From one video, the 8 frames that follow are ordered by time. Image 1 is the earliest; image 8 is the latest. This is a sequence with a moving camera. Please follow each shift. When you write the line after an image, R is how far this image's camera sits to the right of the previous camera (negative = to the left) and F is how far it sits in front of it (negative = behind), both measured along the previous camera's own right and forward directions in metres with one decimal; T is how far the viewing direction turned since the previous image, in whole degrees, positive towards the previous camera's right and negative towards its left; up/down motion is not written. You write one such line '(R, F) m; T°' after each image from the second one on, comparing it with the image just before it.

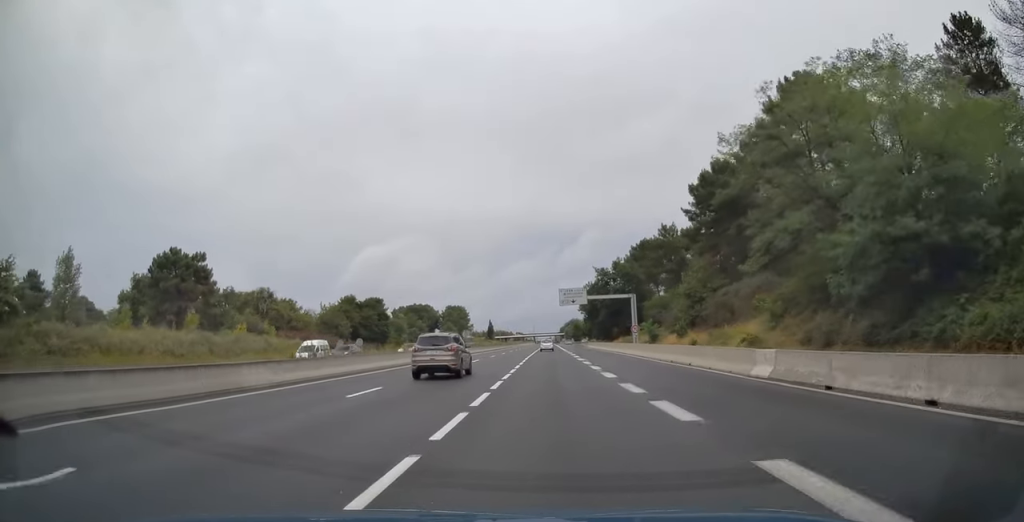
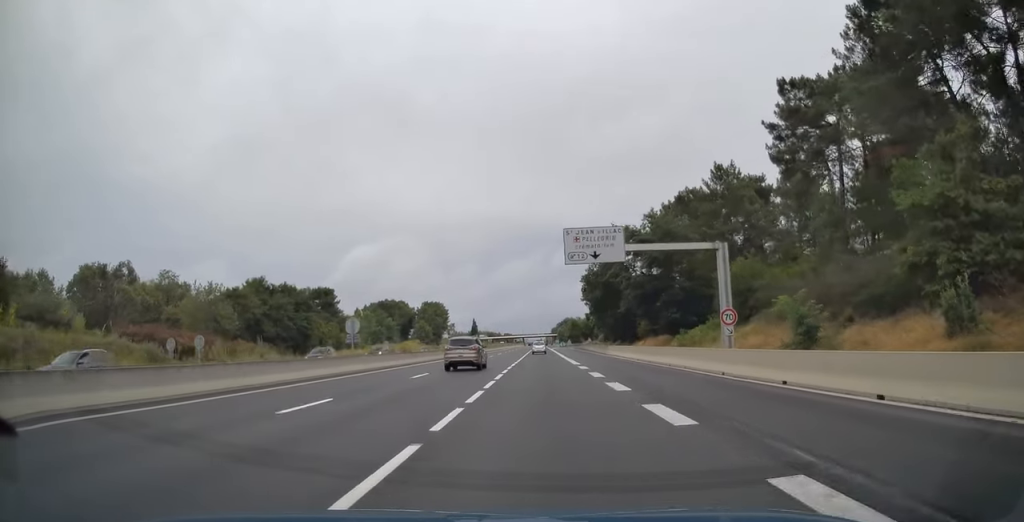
(+0.3, +42.8) m; +1°
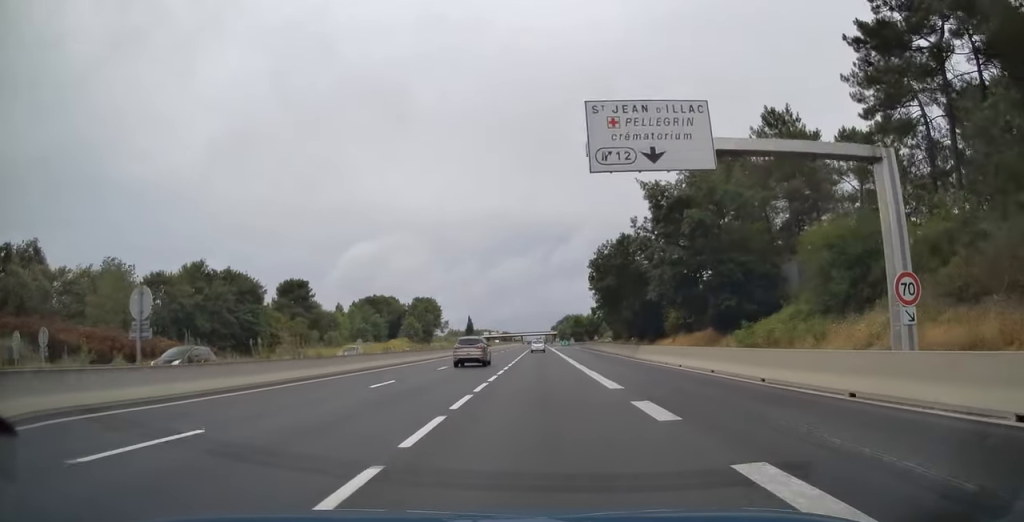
(0.0, +19.0) m; 0°
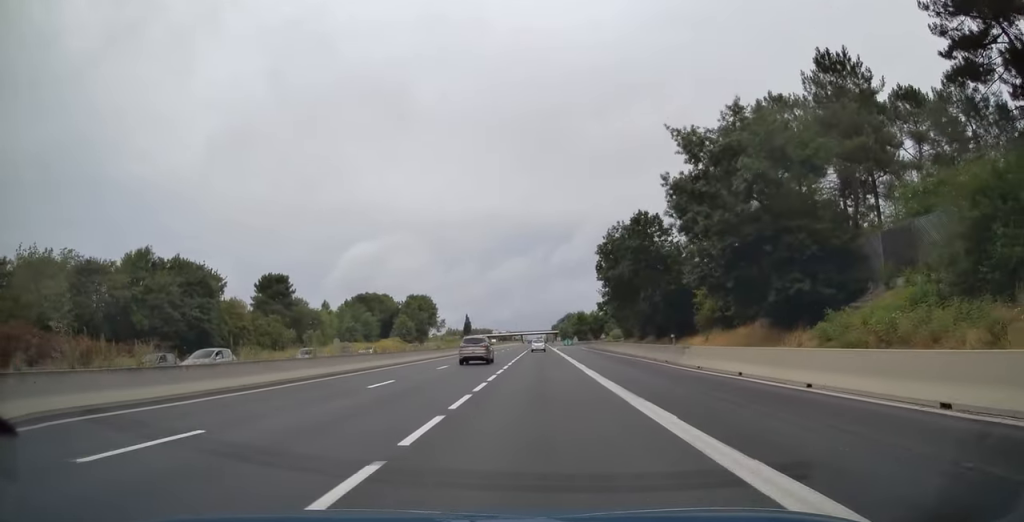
(0.0, +12.9) m; 0°
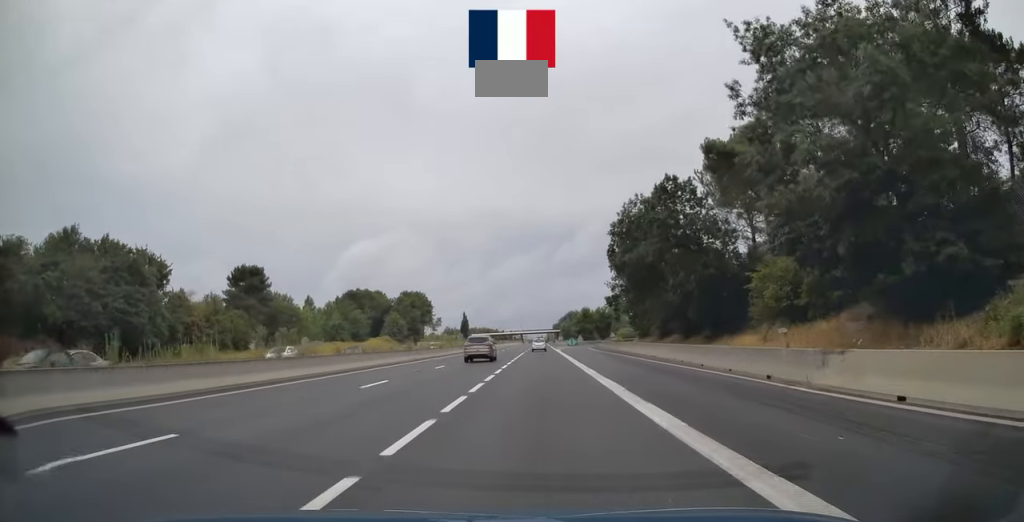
(0.0, +13.8) m; 0°
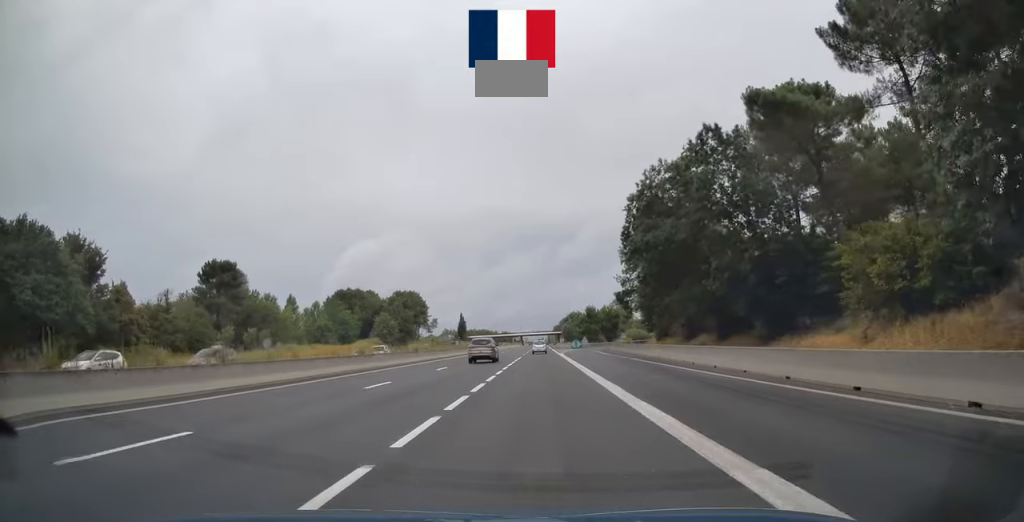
(0.0, +12.5) m; 0°
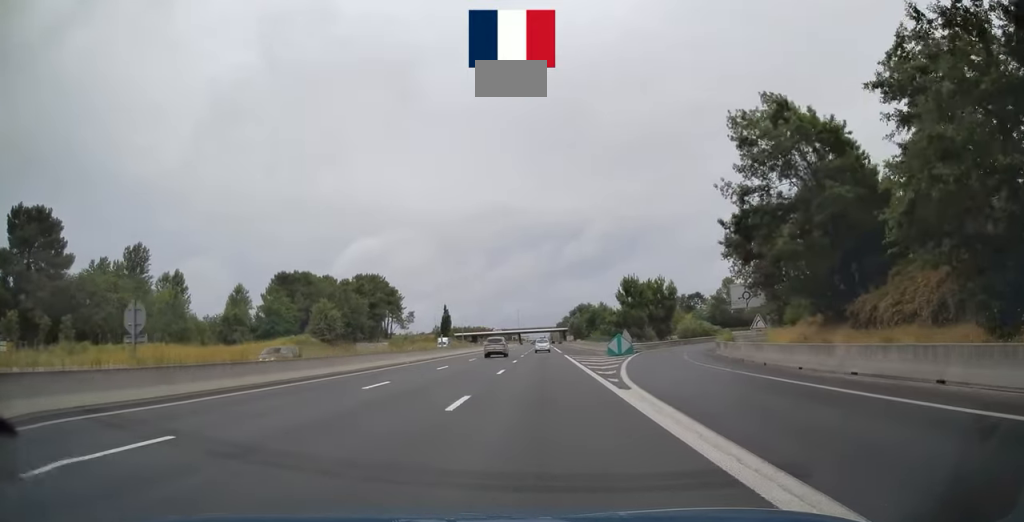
(-0.1, +52.7) m; 0°
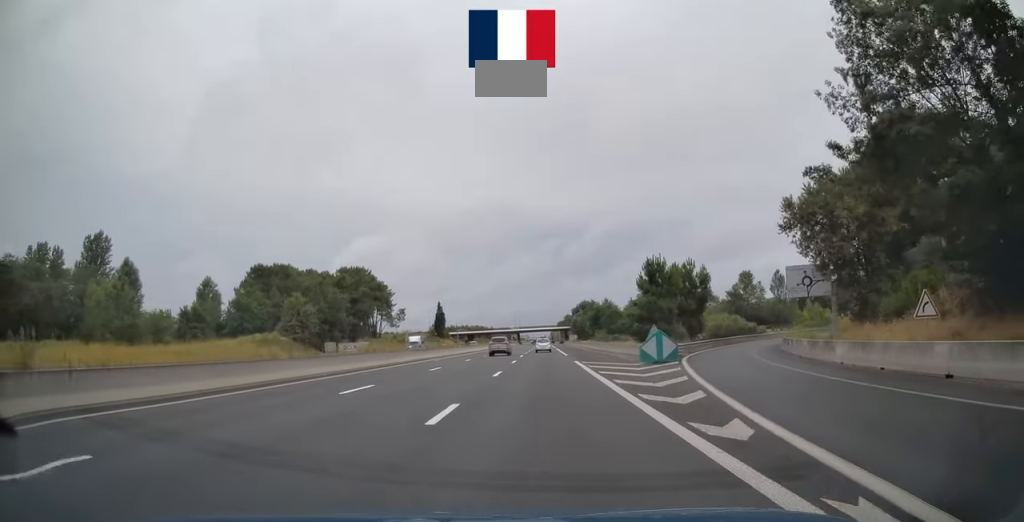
(0.0, +15.1) m; 0°
